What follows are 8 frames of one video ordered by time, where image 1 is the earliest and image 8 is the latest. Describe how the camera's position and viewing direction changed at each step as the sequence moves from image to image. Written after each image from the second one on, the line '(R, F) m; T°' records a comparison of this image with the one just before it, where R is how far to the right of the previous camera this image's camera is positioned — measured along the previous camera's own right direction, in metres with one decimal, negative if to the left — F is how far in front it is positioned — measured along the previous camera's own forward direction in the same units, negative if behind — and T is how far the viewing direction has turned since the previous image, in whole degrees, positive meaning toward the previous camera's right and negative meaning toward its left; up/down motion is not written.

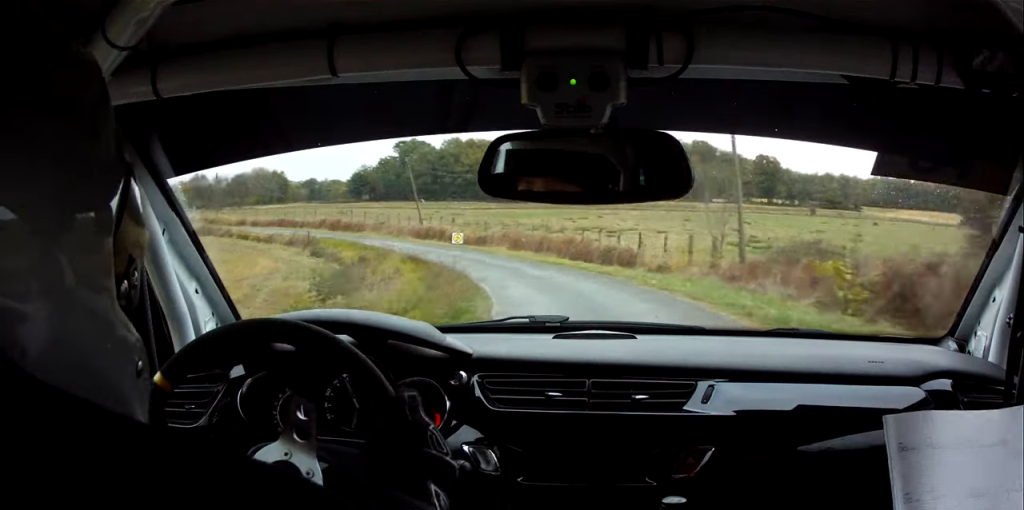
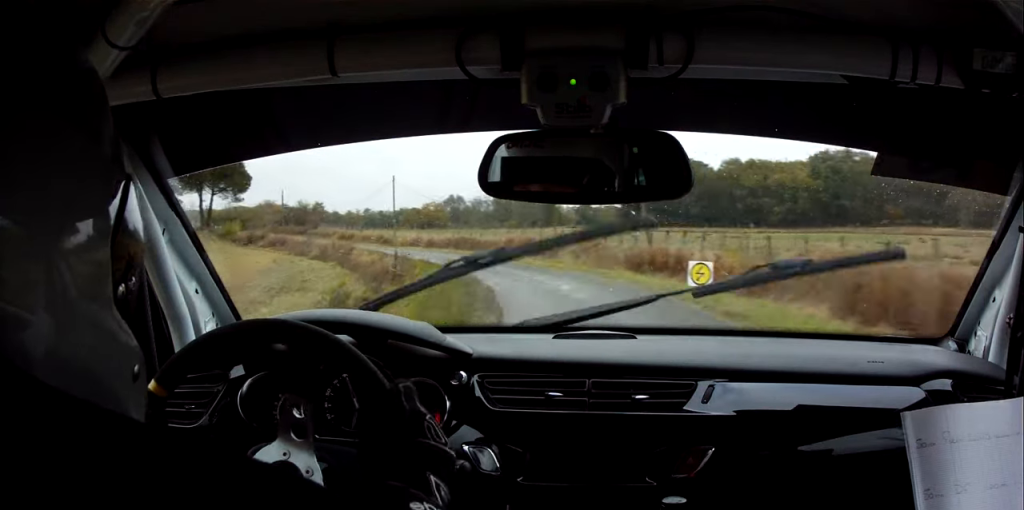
(-6.5, +25.0) m; -28°
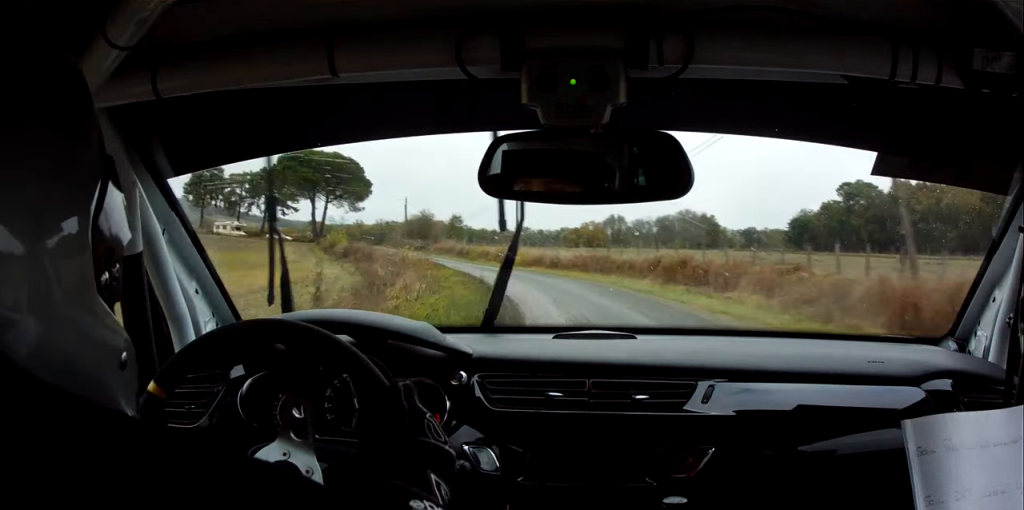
(-2.2, +15.4) m; -13°
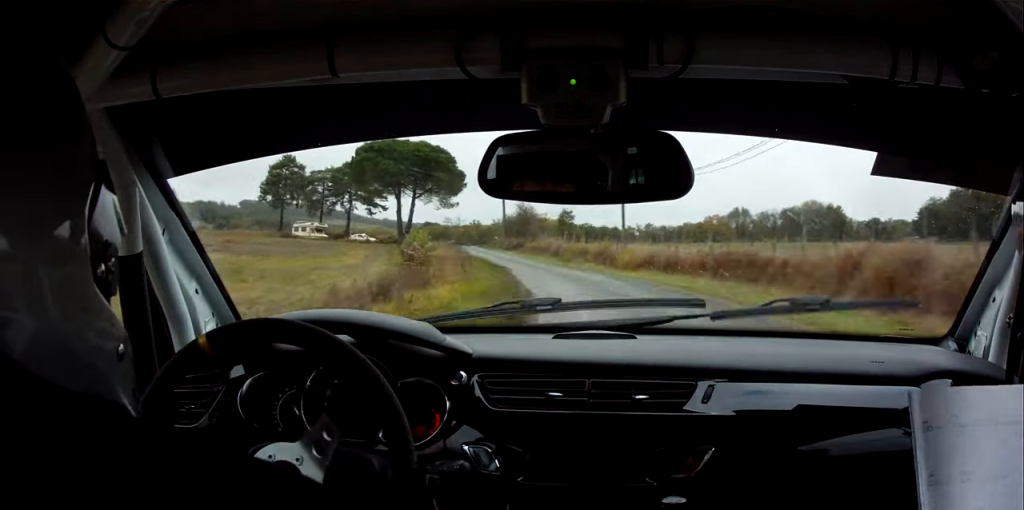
(-1.6, +14.1) m; -8°
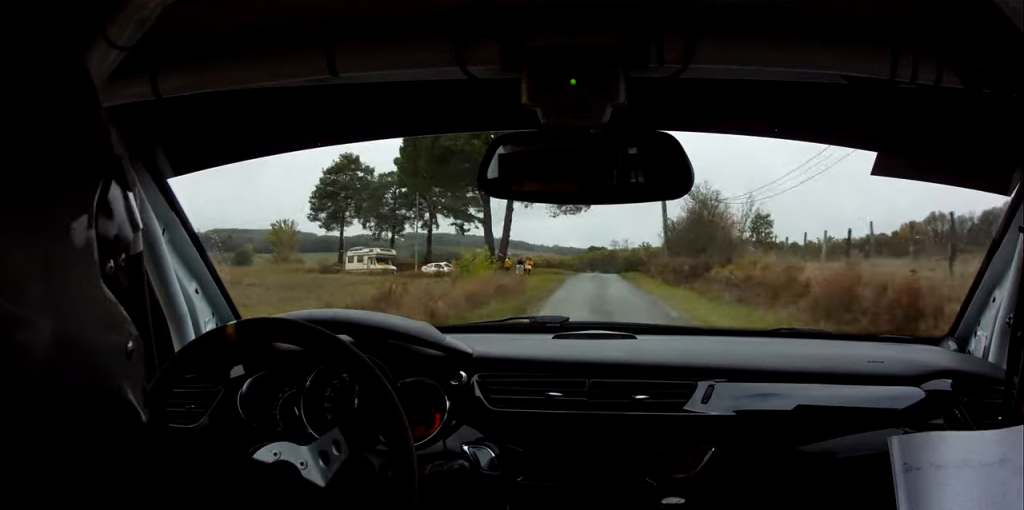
(-6.1, +42.1) m; -11°
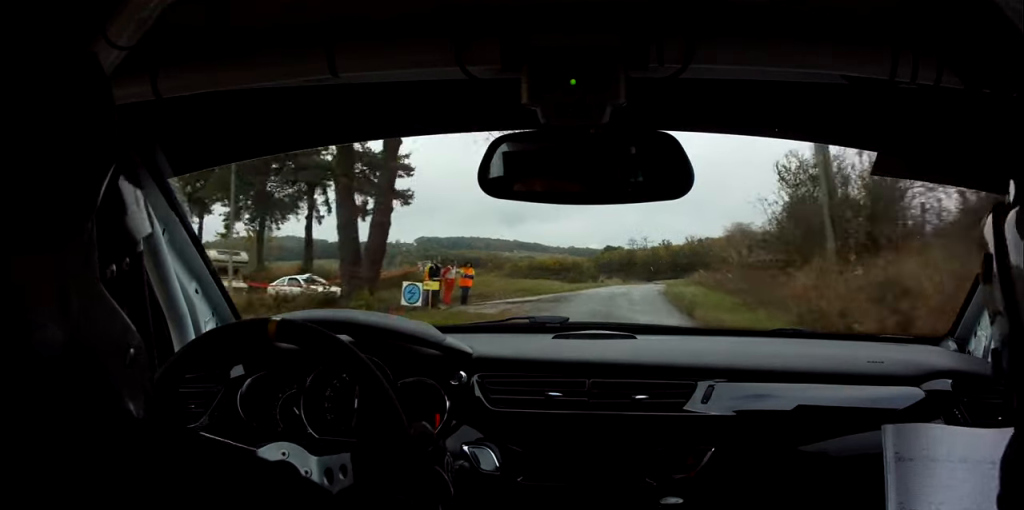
(-0.7, +36.6) m; +1°
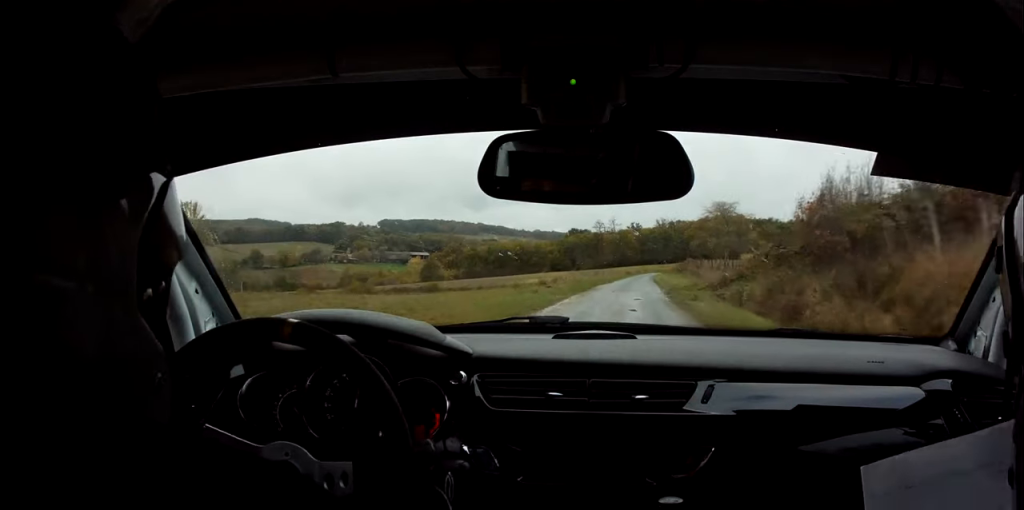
(+0.9, +30.2) m; +2°
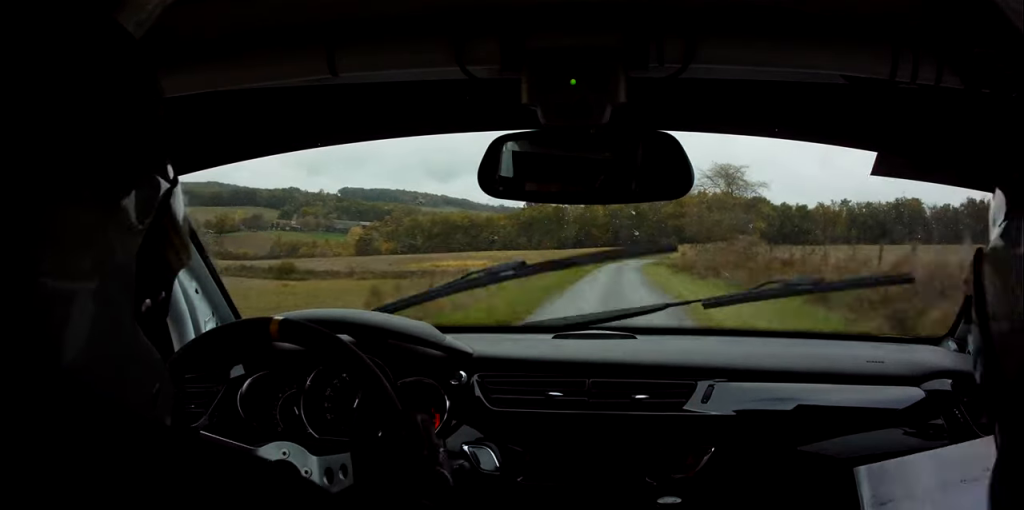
(+1.4, +58.0) m; +2°
